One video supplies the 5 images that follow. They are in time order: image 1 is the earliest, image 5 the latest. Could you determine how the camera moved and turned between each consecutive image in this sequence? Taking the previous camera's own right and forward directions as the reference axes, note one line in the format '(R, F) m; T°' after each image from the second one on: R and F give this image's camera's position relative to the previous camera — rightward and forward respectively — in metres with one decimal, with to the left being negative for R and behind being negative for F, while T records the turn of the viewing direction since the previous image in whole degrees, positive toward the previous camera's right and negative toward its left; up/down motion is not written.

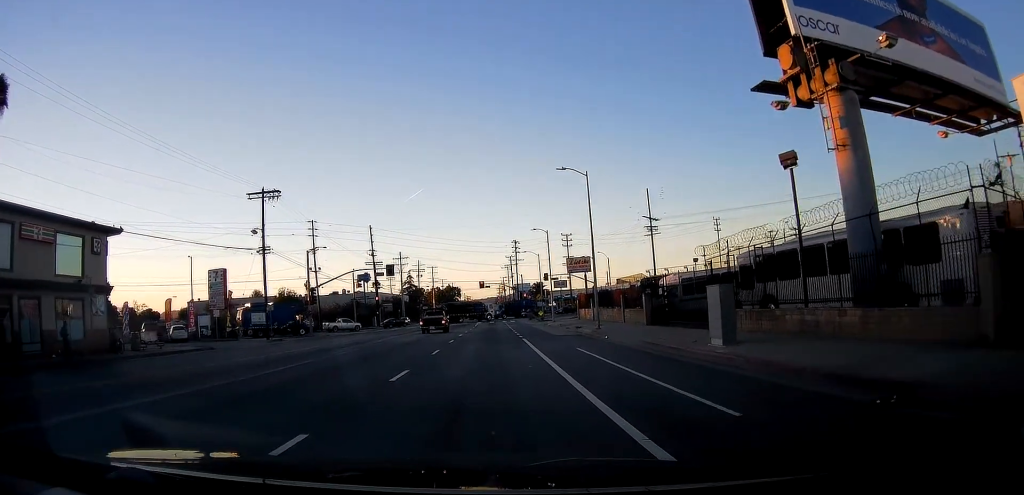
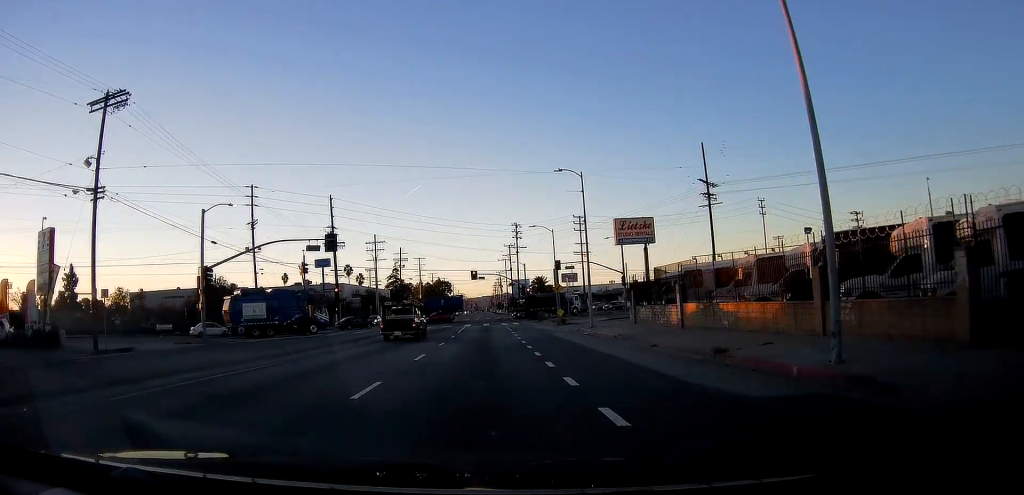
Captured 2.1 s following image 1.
(-0.9, +25.0) m; -1°
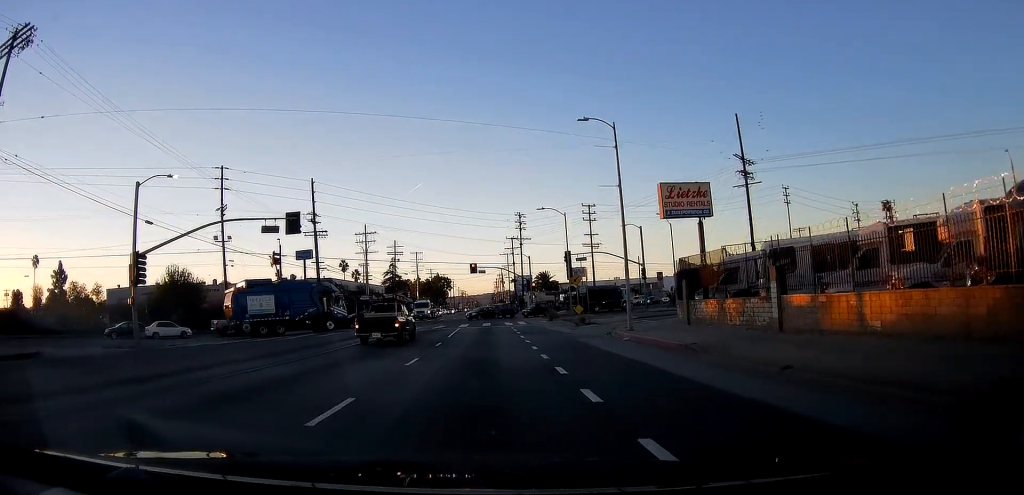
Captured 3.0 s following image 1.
(+0.3, +9.4) m; +2°
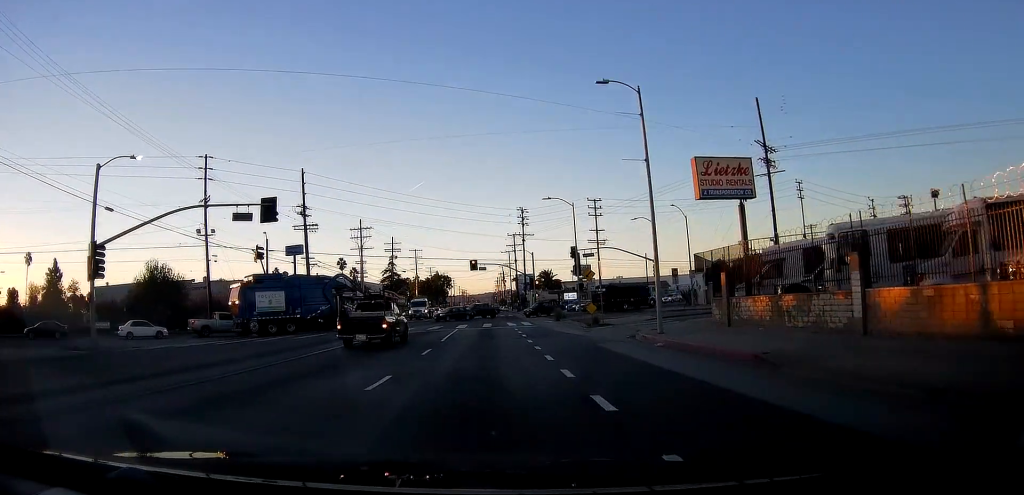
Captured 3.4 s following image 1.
(0.0, +4.5) m; 0°
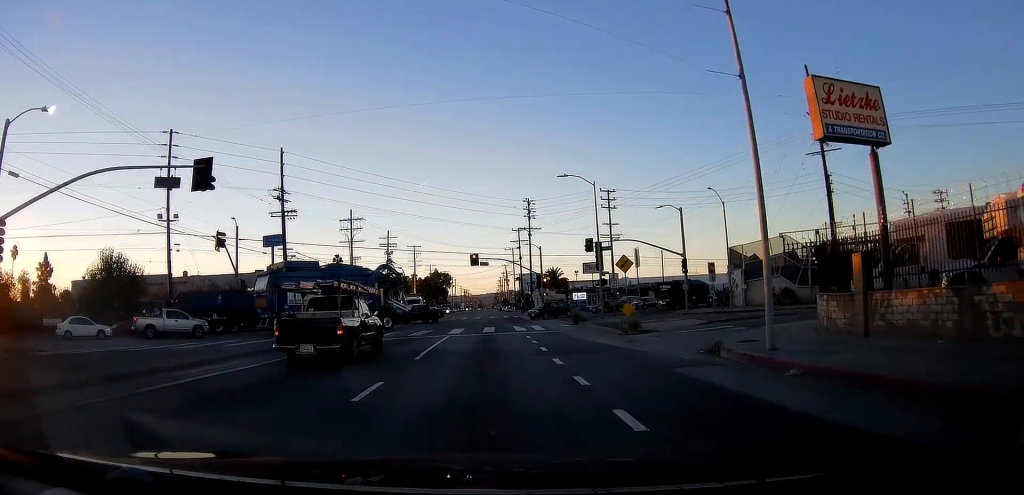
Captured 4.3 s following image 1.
(0.0, +8.6) m; 0°
